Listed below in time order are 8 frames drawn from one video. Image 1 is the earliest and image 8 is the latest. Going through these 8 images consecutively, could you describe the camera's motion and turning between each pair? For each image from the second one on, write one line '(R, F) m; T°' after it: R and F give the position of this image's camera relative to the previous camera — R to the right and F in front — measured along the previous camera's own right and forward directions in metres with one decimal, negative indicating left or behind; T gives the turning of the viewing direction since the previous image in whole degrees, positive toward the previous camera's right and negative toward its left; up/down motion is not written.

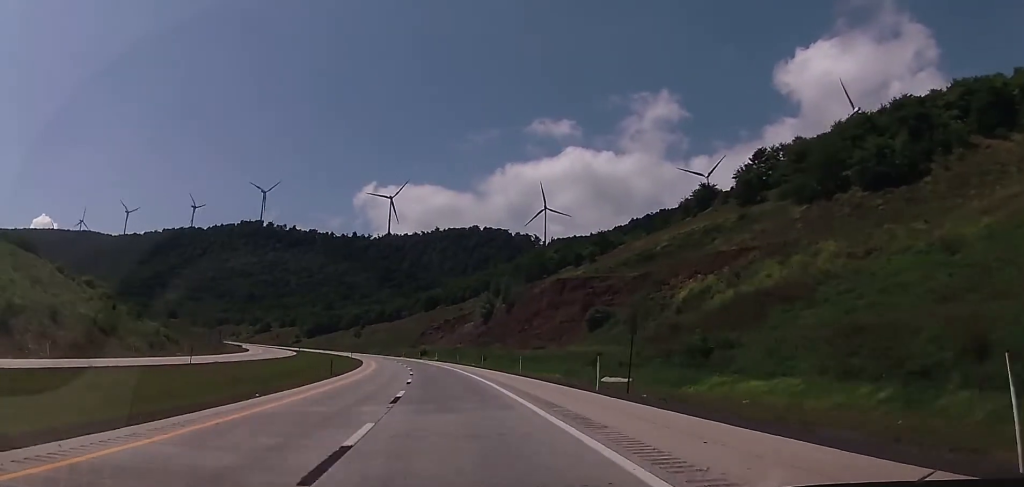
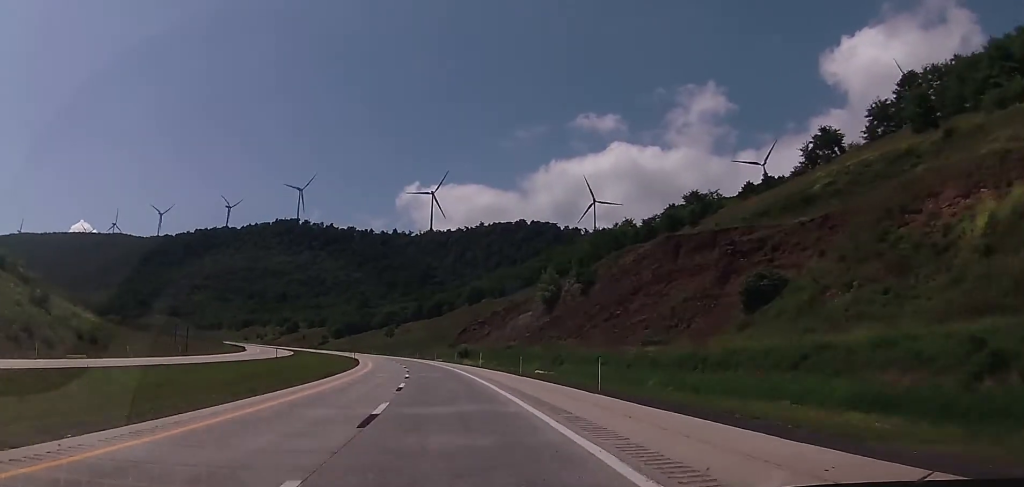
(-2.1, +42.8) m; -5°
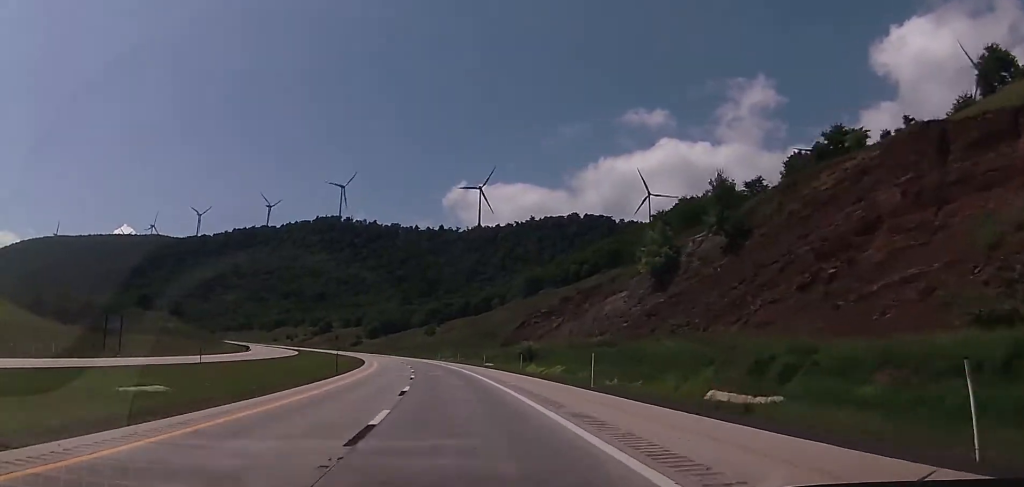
(-1.3, +39.5) m; -4°
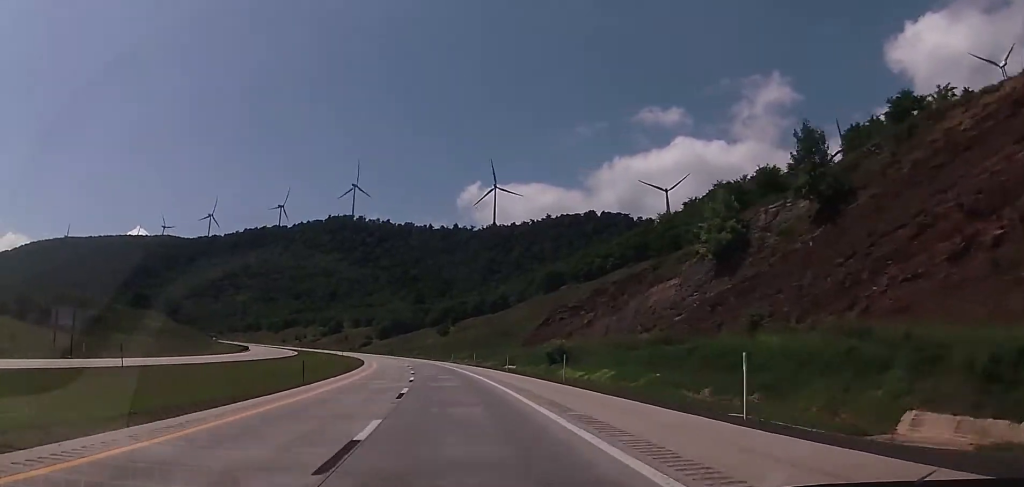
(+0.1, +14.2) m; -1°
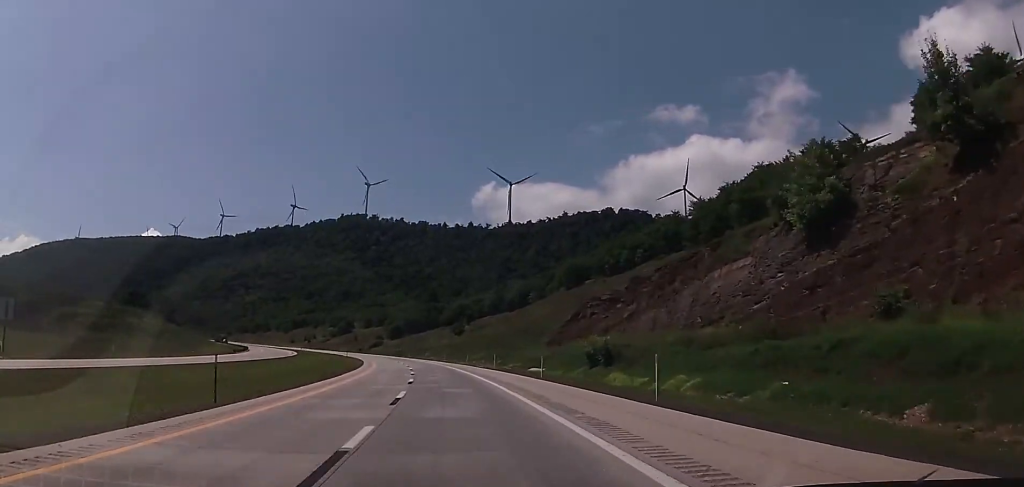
(-0.5, +14.2) m; -1°
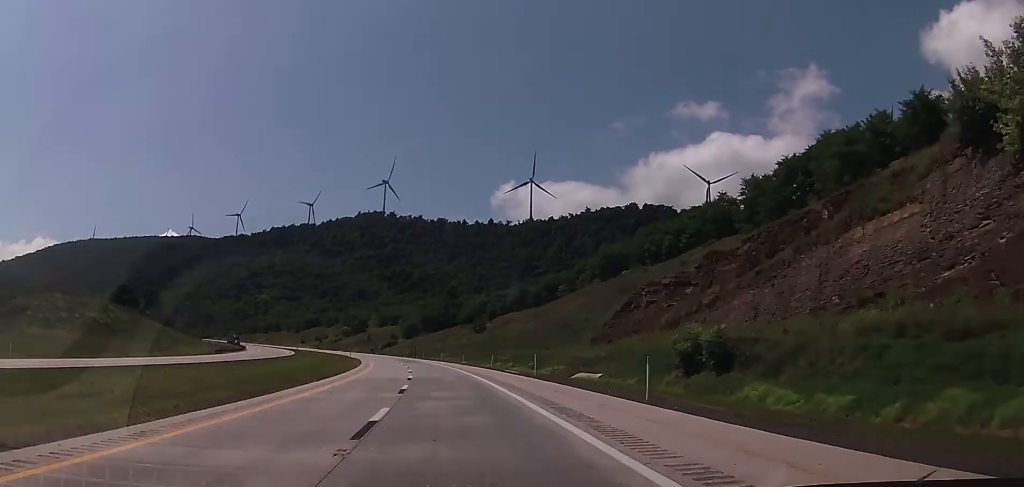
(-0.3, +19.6) m; -2°
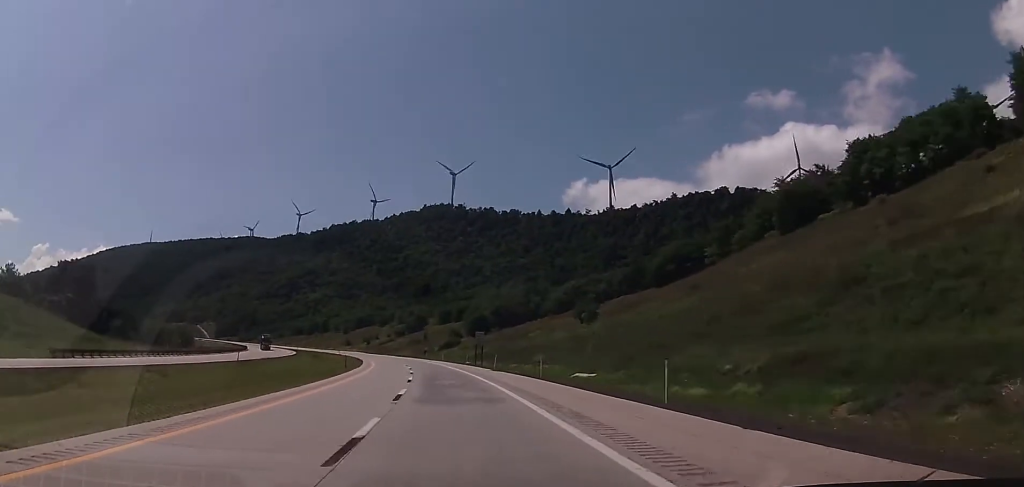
(-3.2, +63.3) m; -6°
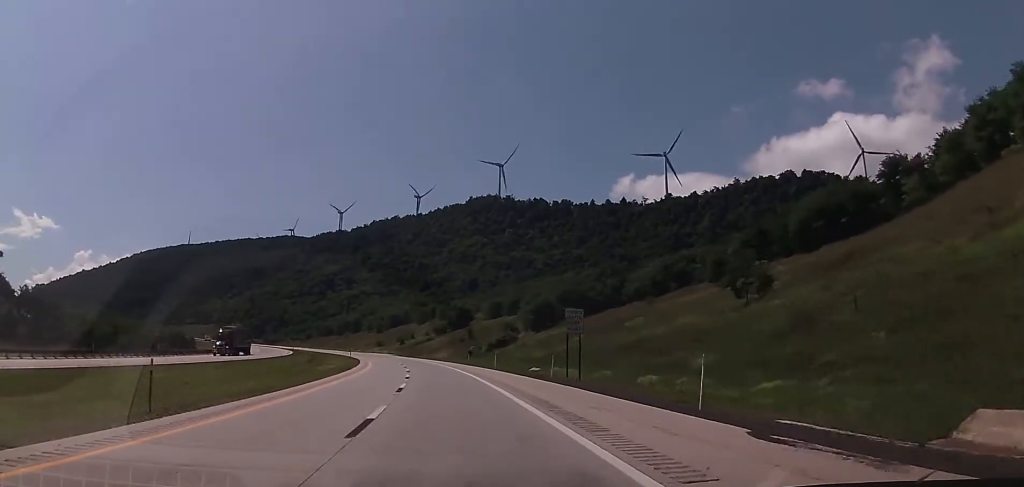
(-1.8, +44.8) m; -5°
